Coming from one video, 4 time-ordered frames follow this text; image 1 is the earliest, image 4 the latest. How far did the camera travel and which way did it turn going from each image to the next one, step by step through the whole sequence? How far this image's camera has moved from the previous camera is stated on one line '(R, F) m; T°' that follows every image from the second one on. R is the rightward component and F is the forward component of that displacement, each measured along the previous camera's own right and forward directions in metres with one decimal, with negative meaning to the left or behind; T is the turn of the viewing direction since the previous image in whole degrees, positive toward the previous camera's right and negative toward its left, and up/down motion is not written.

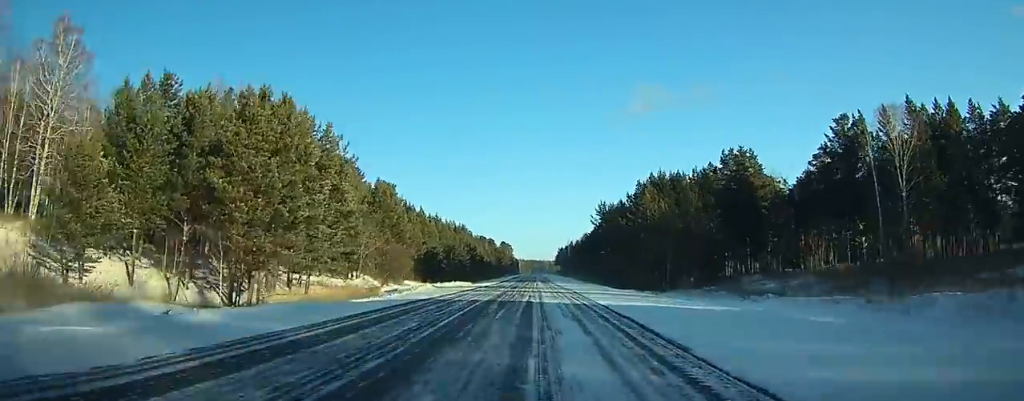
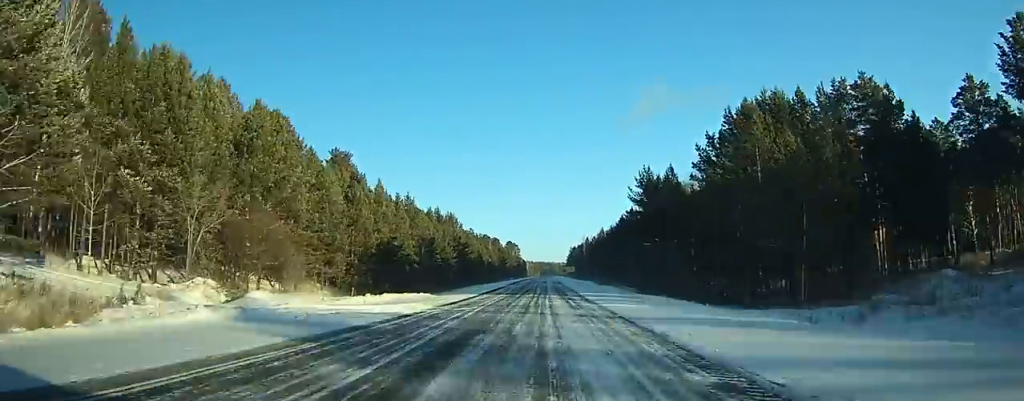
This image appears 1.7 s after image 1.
(+0.1, +38.2) m; -1°
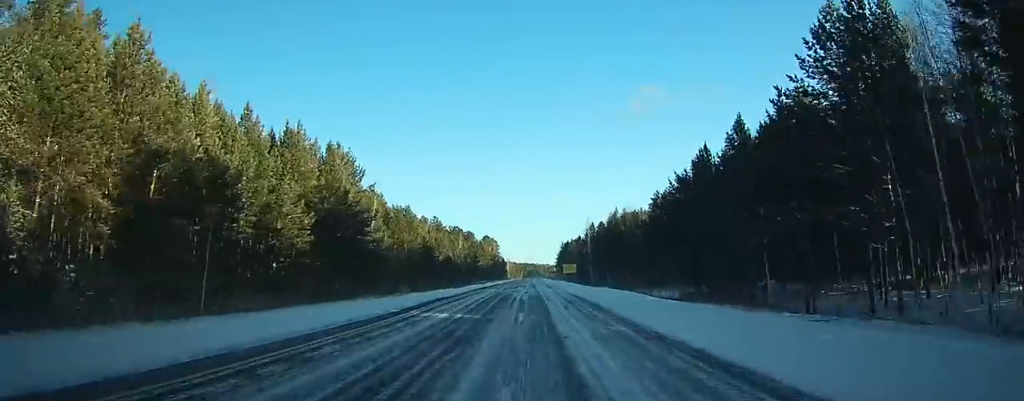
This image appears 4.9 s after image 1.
(-0.1, +68.4) m; +1°
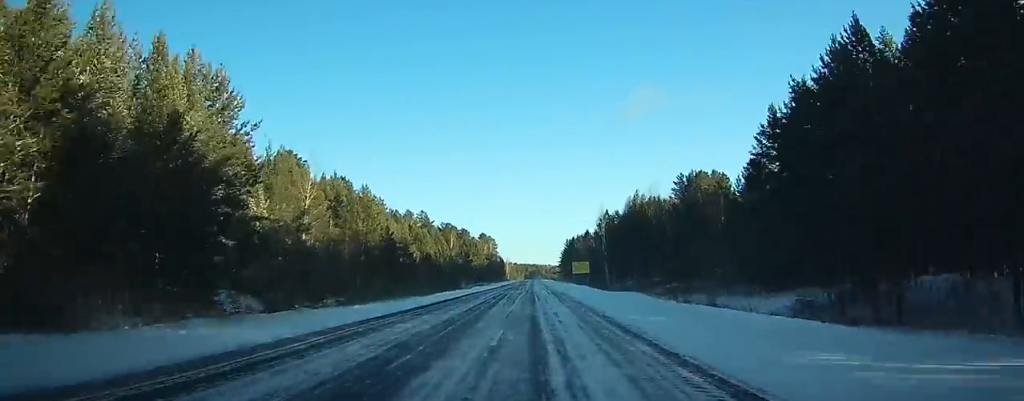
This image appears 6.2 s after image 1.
(+0.2, +29.0) m; 0°
